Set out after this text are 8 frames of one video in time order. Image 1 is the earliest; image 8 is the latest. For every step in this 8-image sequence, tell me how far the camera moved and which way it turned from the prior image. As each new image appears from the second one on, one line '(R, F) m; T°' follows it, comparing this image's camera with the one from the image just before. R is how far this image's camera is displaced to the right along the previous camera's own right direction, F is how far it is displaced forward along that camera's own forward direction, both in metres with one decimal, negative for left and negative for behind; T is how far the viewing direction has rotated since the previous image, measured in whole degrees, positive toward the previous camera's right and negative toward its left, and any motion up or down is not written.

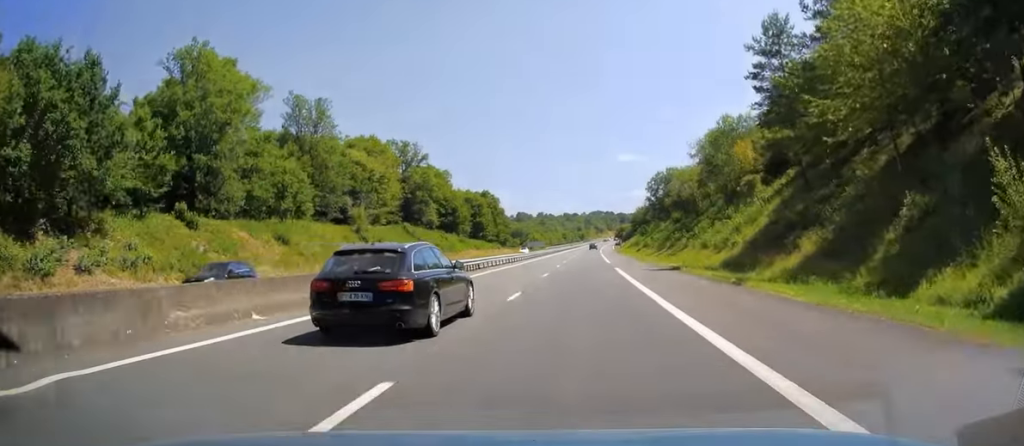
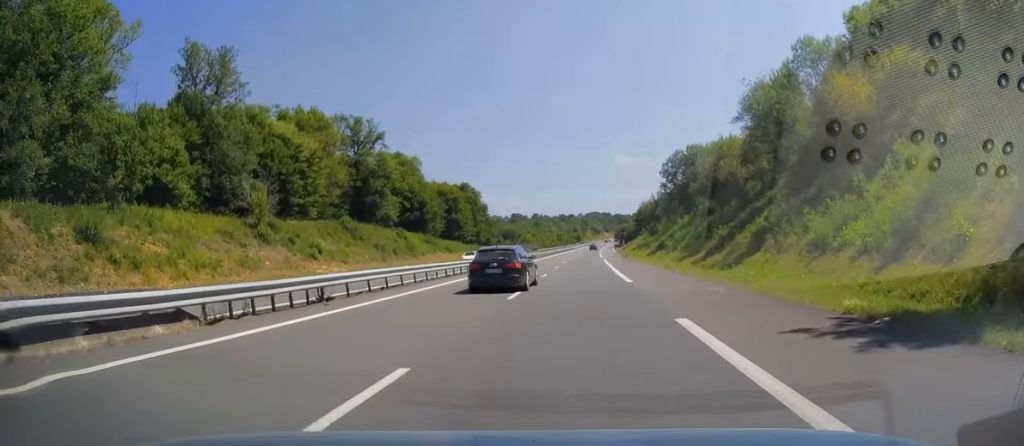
(+0.2, +25.6) m; +1°
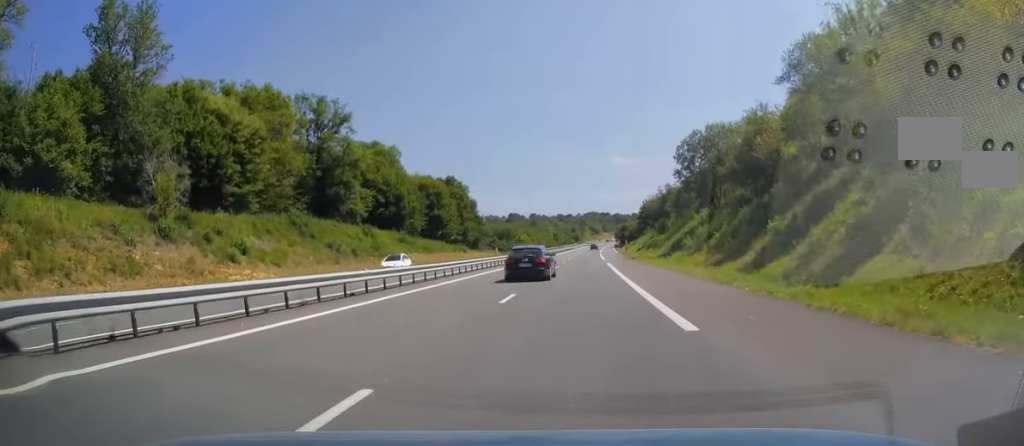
(0.0, +14.3) m; 0°
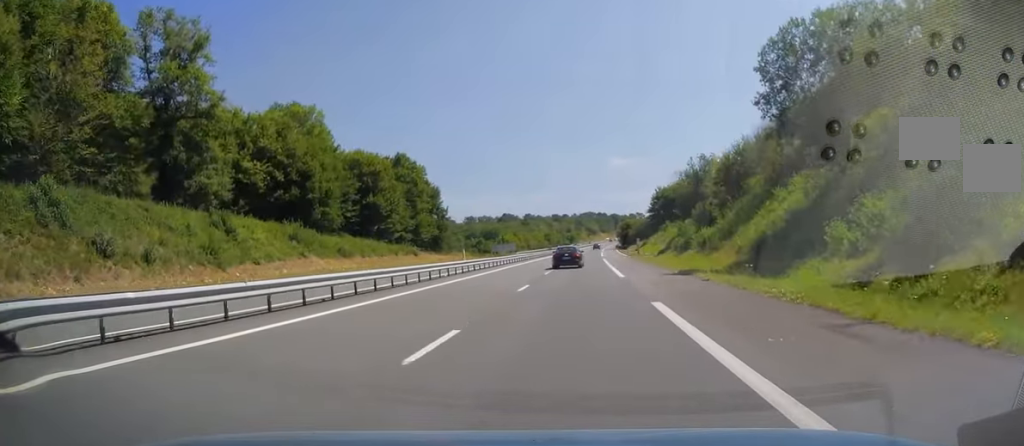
(0.0, +34.7) m; 0°
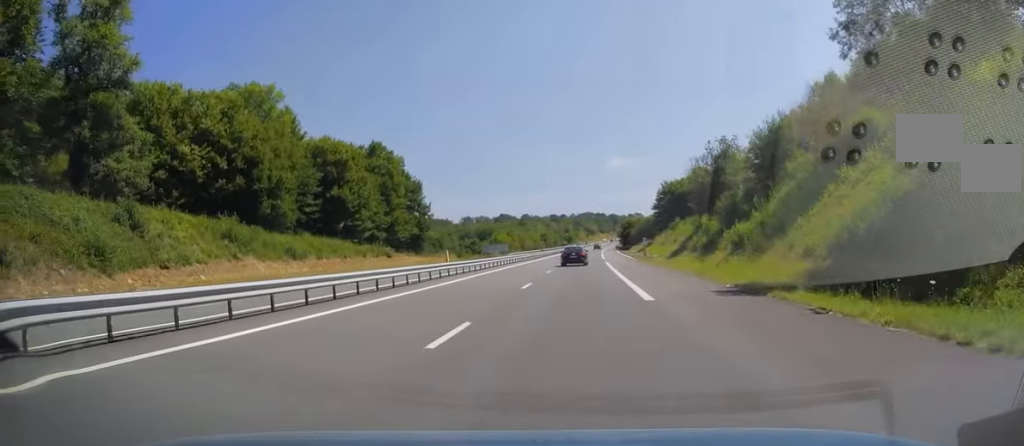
(0.0, +11.7) m; 0°
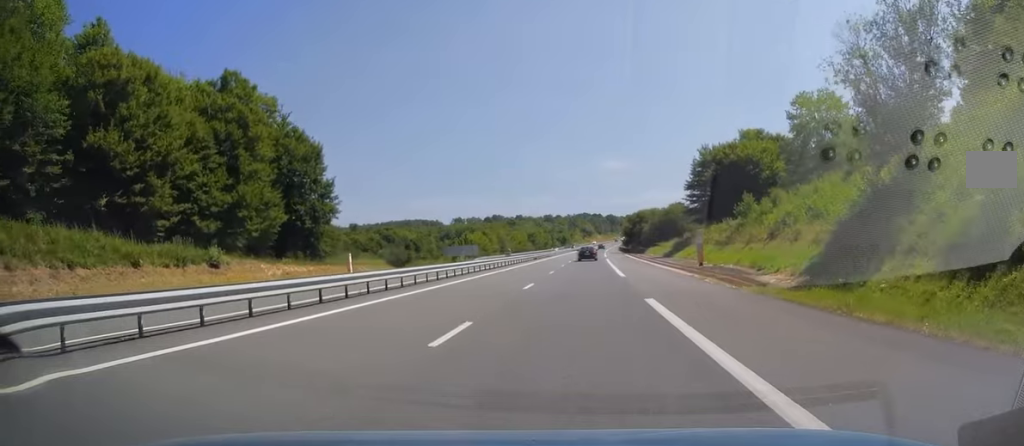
(+0.3, +39.0) m; +1°
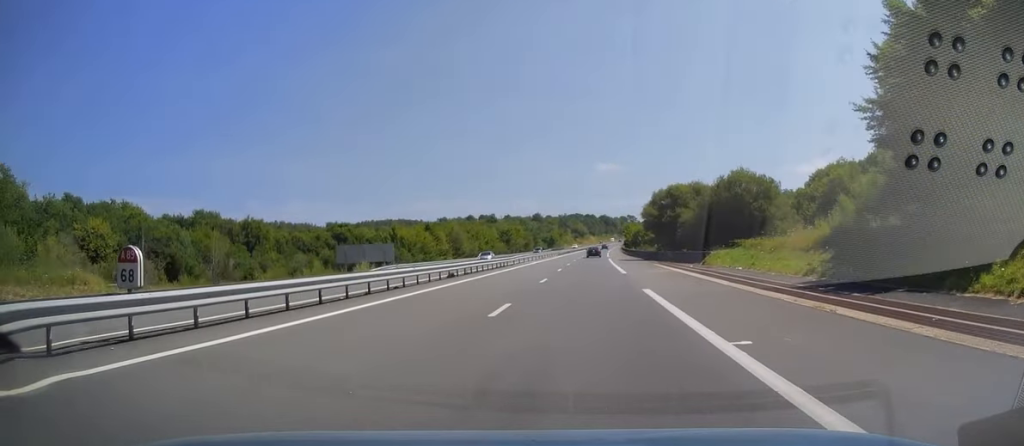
(+0.4, +48.3) m; +1°
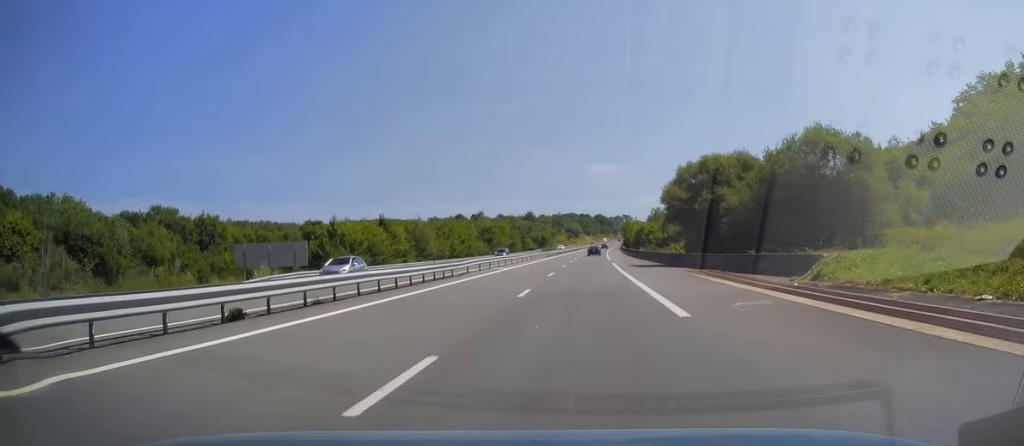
(0.0, +21.0) m; 0°
